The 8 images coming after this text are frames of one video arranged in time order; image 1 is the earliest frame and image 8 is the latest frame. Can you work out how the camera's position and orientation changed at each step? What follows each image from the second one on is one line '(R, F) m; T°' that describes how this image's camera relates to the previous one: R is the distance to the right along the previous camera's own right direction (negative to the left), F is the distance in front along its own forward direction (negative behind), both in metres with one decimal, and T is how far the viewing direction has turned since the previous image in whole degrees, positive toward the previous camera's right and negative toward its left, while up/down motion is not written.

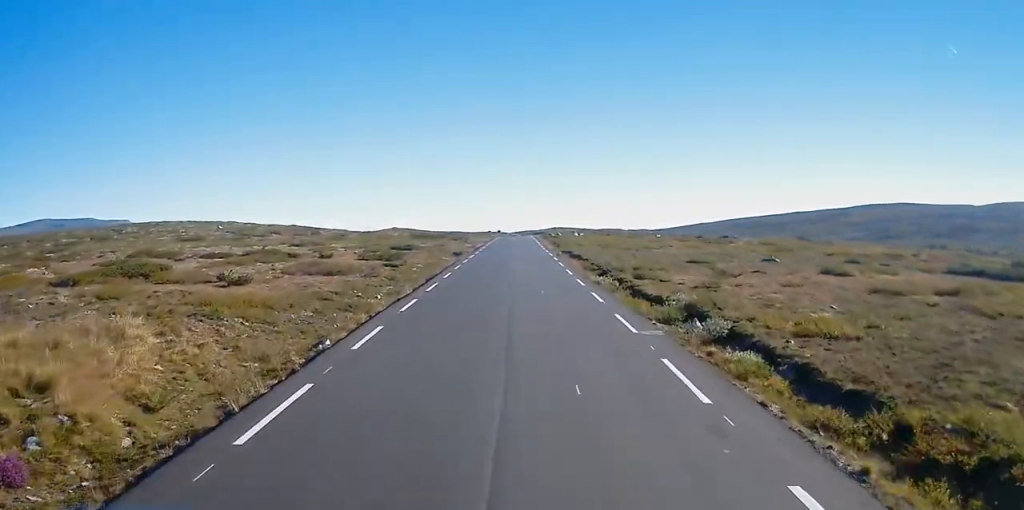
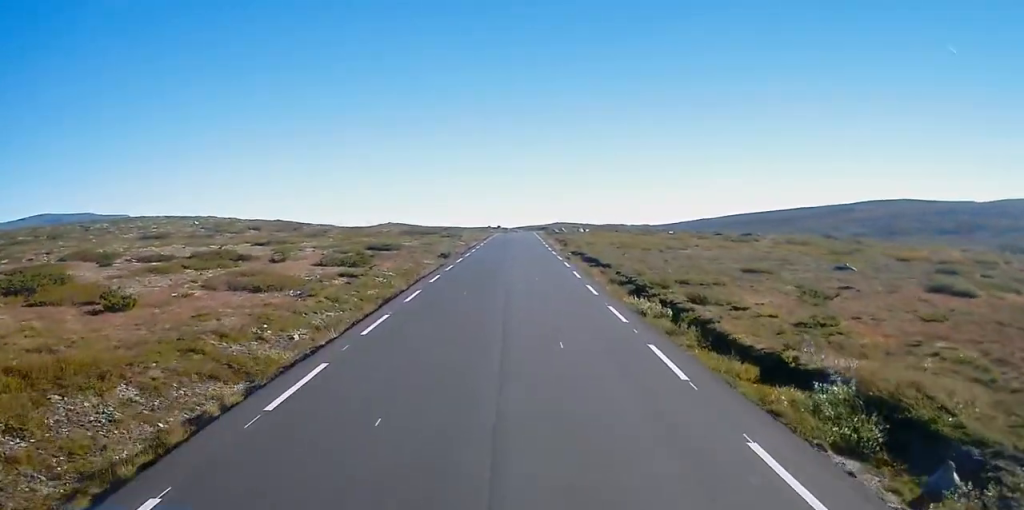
(+0.3, +10.8) m; 0°
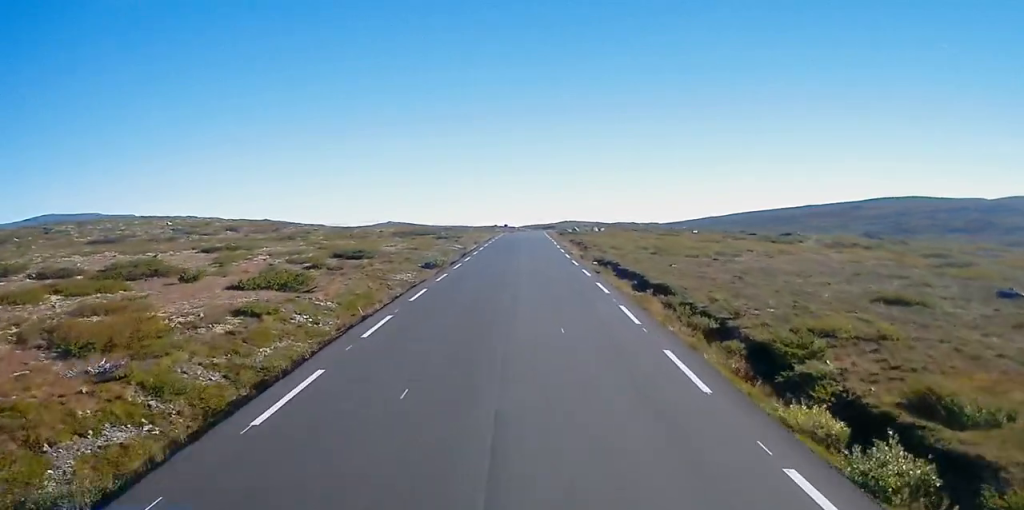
(-0.4, +12.9) m; -3°
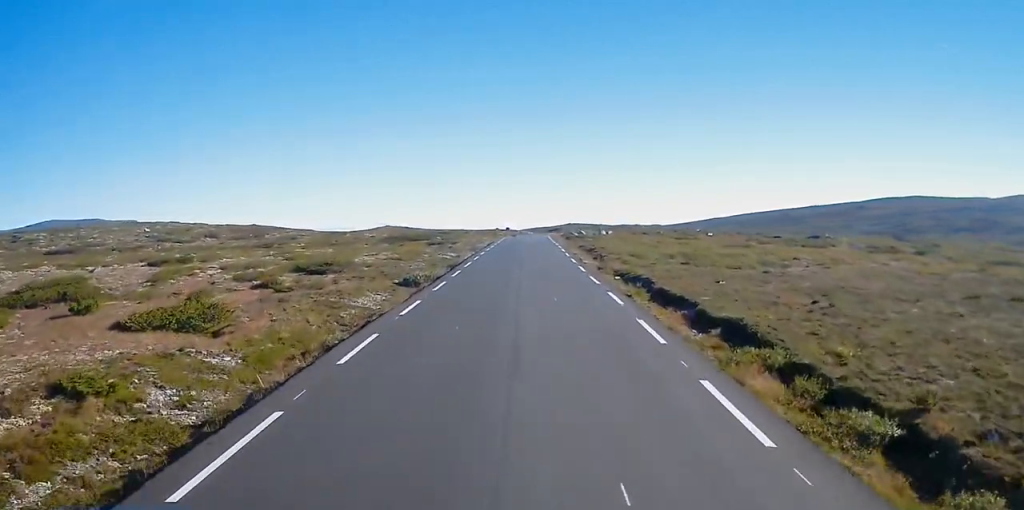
(-0.1, +8.4) m; 0°
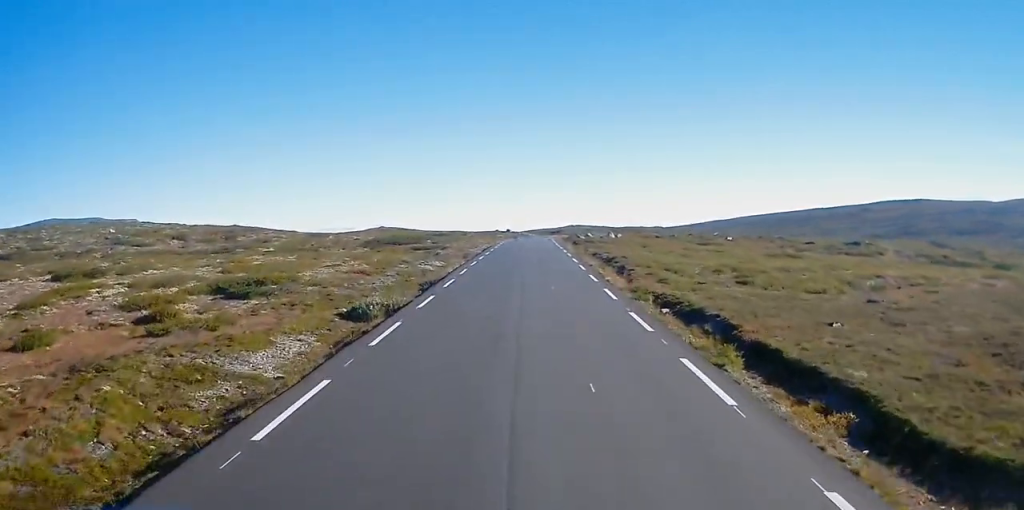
(0.0, +10.2) m; 0°
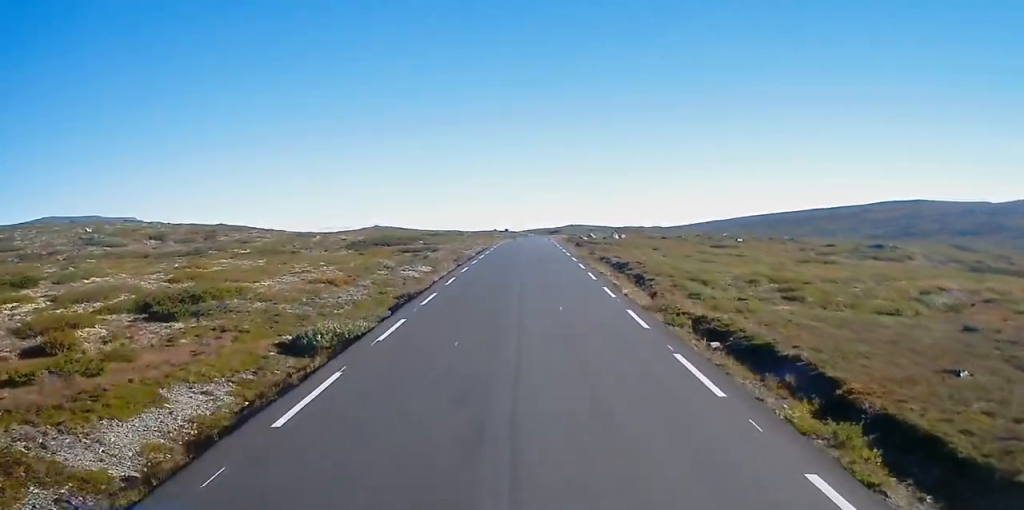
(+0.1, +5.5) m; 0°
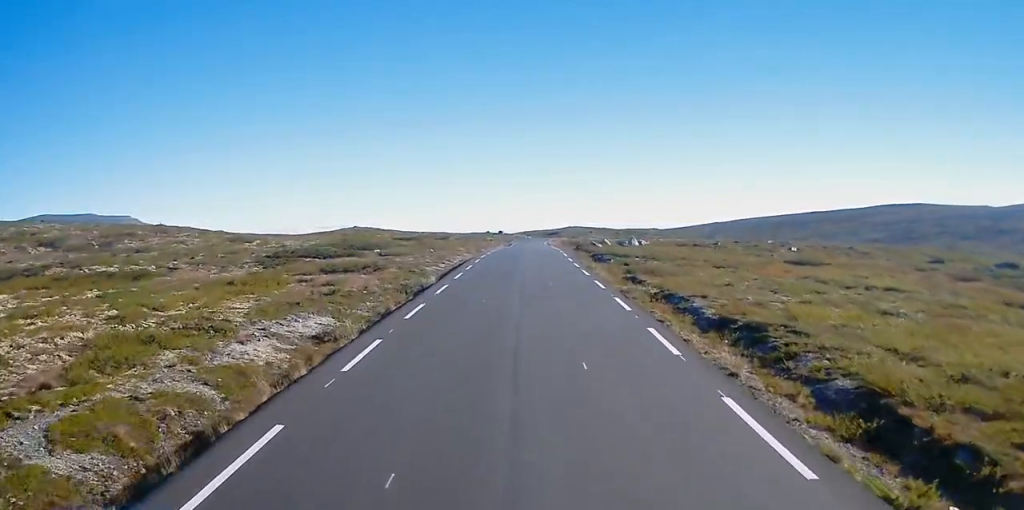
(+0.4, +20.9) m; +2°
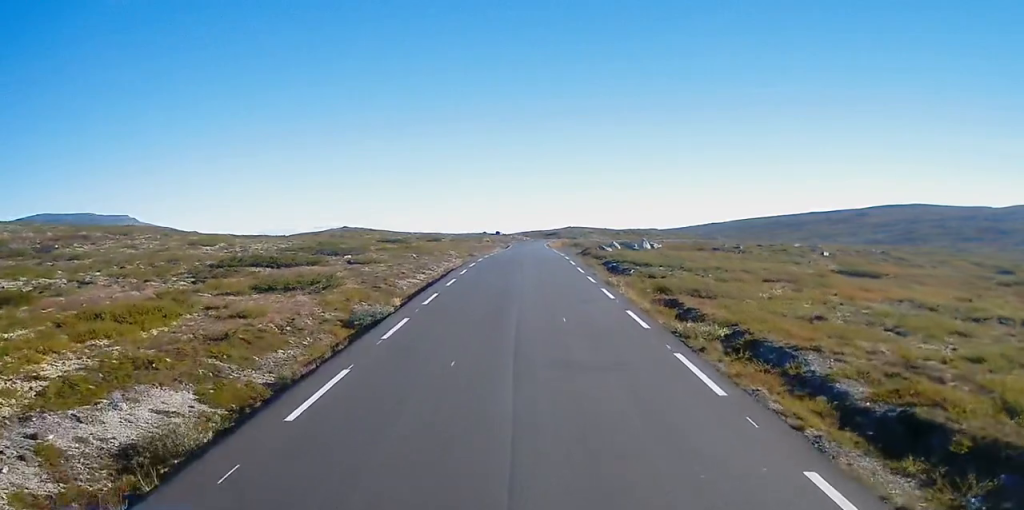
(+0.1, +8.8) m; 0°
